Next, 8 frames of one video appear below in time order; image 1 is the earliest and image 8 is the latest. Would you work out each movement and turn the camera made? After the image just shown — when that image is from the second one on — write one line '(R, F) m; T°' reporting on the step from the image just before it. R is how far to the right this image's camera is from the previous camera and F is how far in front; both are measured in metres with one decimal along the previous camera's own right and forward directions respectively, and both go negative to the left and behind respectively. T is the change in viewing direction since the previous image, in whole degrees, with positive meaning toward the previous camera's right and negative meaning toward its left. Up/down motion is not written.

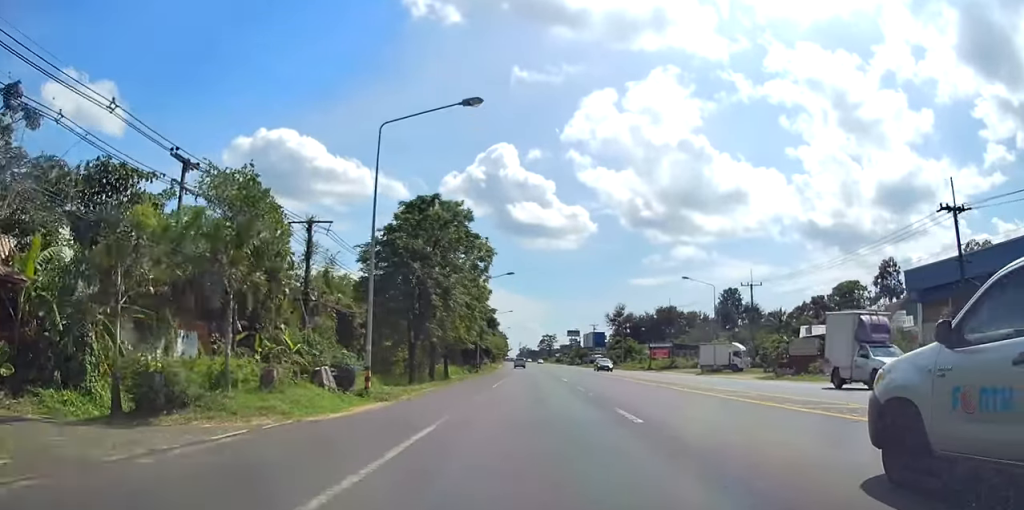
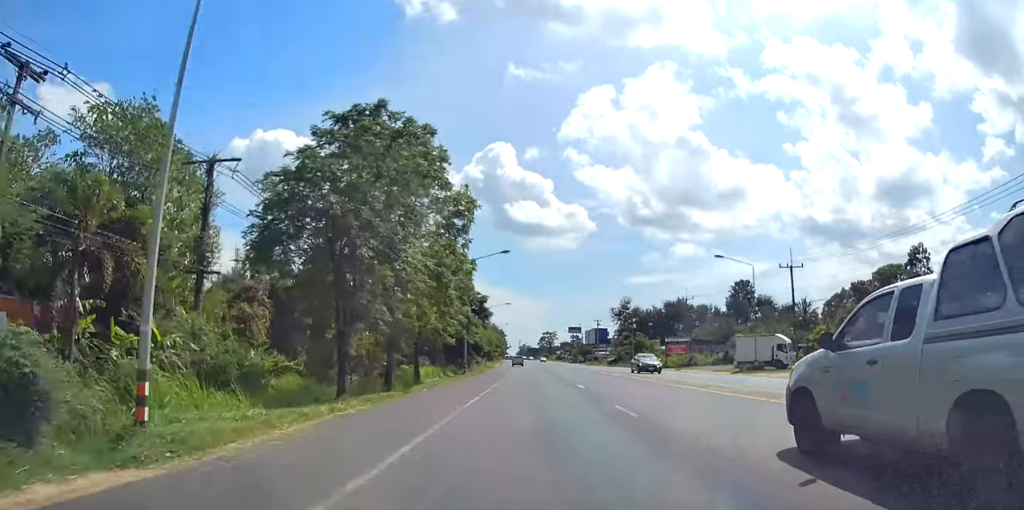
(0.0, +11.4) m; -1°
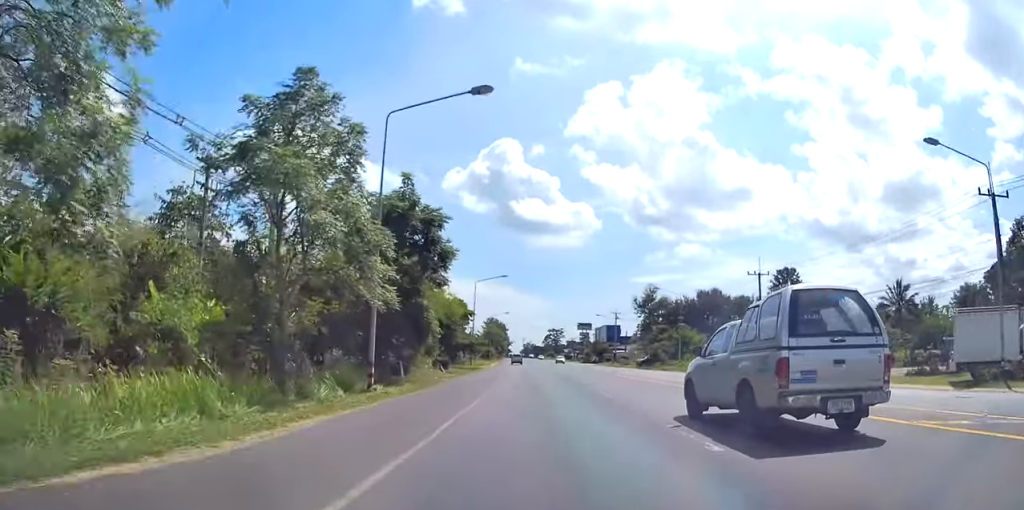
(-0.5, +29.0) m; 0°
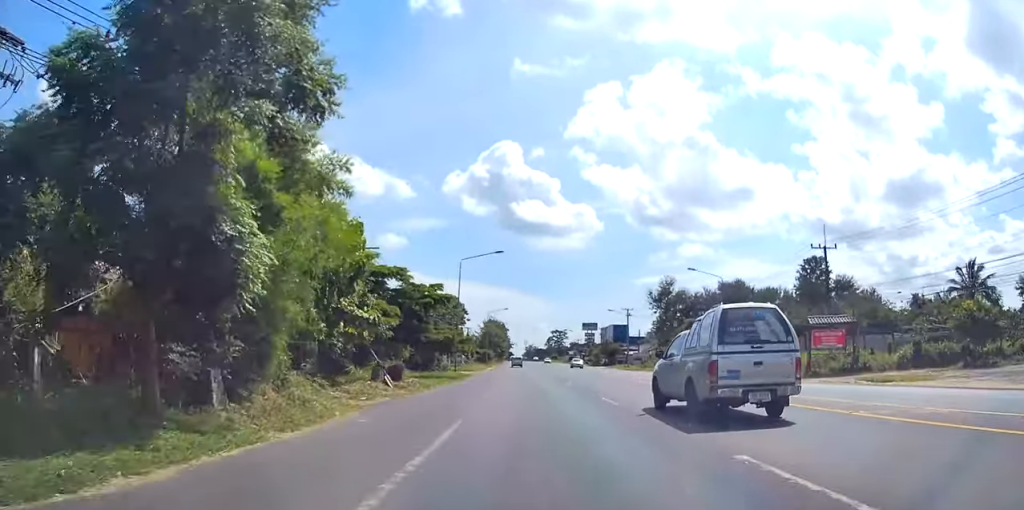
(+0.4, +15.8) m; +1°
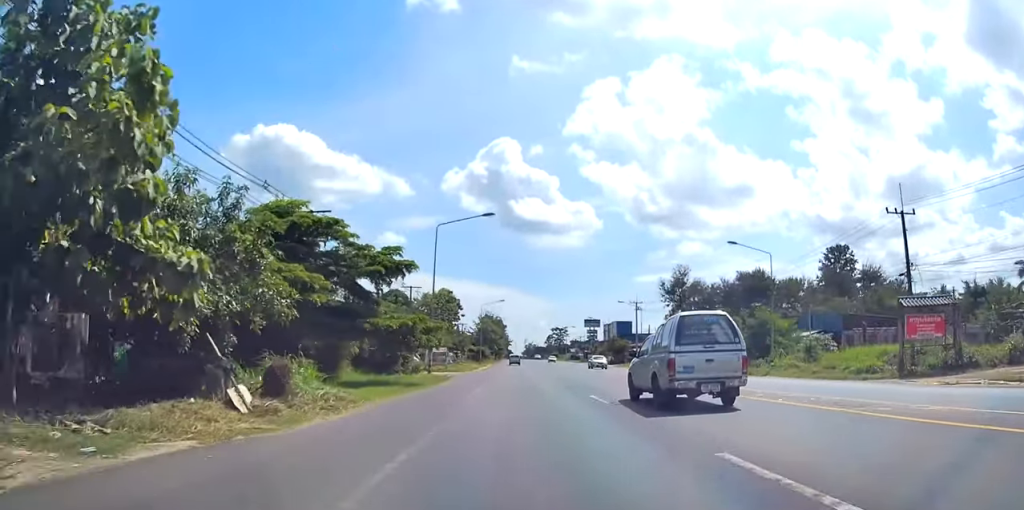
(0.0, +12.3) m; 0°
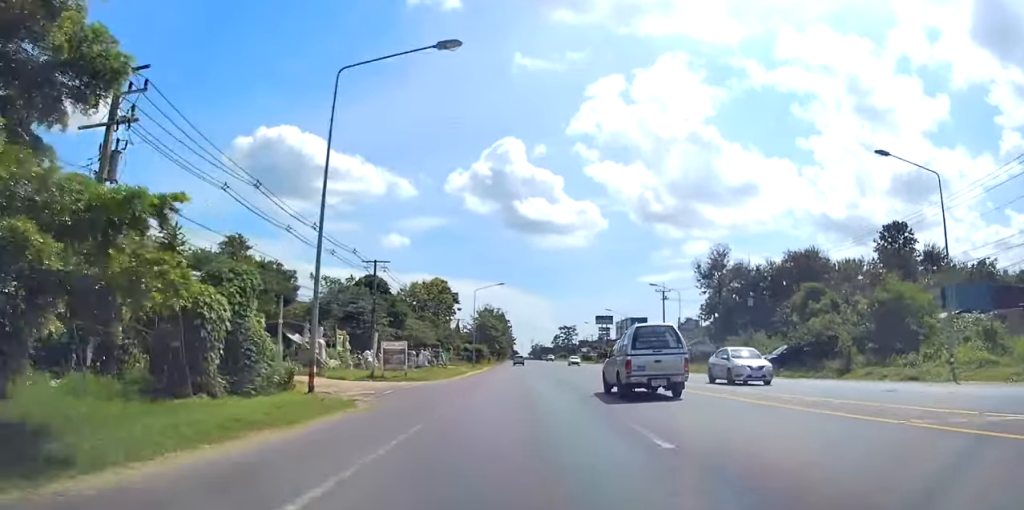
(0.0, +20.3) m; 0°
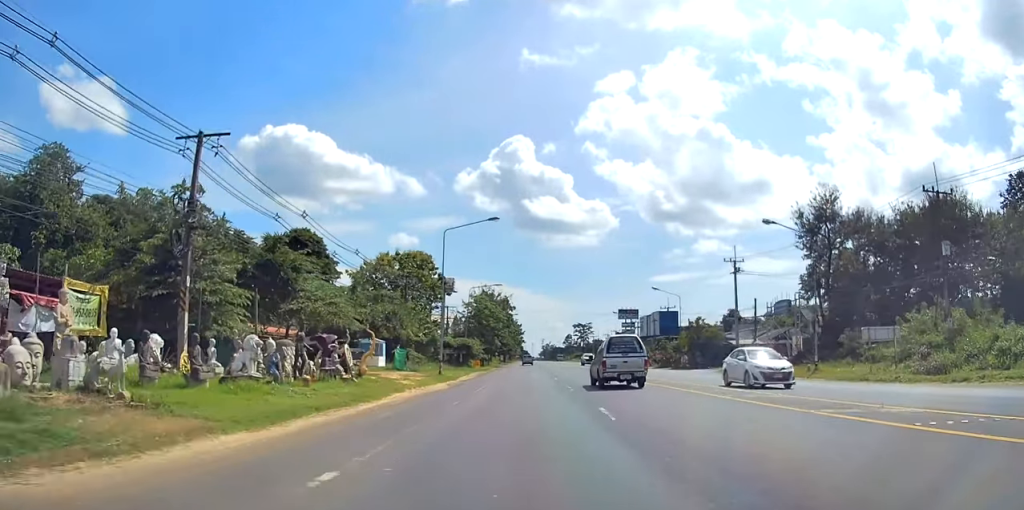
(-0.7, +33.2) m; -2°
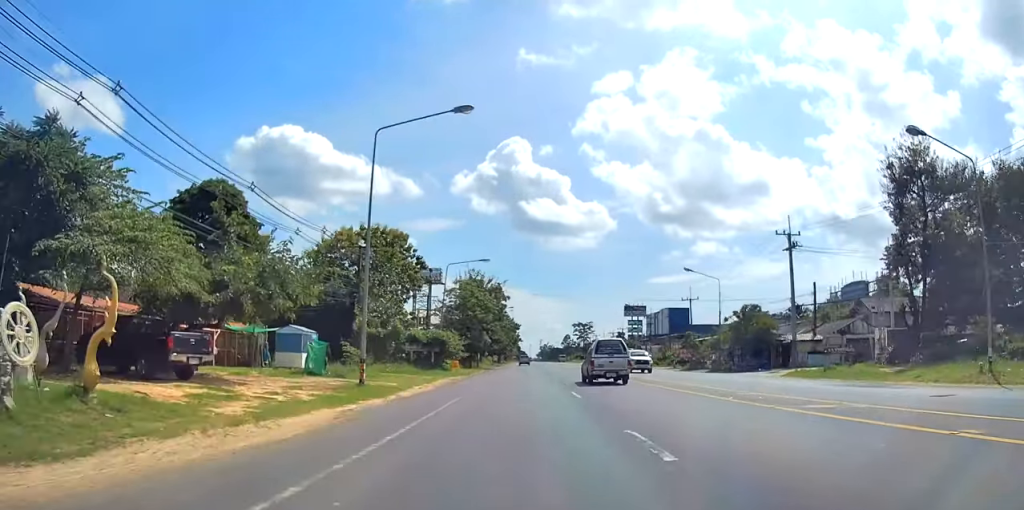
(+0.3, +17.3) m; 0°
